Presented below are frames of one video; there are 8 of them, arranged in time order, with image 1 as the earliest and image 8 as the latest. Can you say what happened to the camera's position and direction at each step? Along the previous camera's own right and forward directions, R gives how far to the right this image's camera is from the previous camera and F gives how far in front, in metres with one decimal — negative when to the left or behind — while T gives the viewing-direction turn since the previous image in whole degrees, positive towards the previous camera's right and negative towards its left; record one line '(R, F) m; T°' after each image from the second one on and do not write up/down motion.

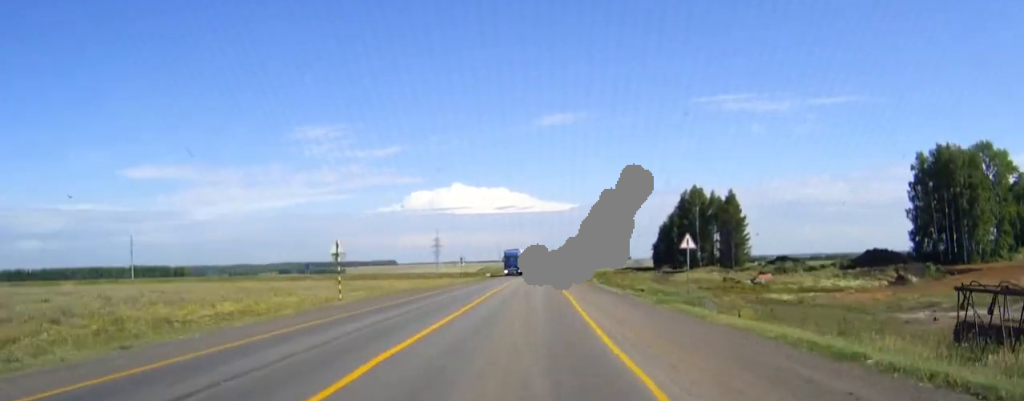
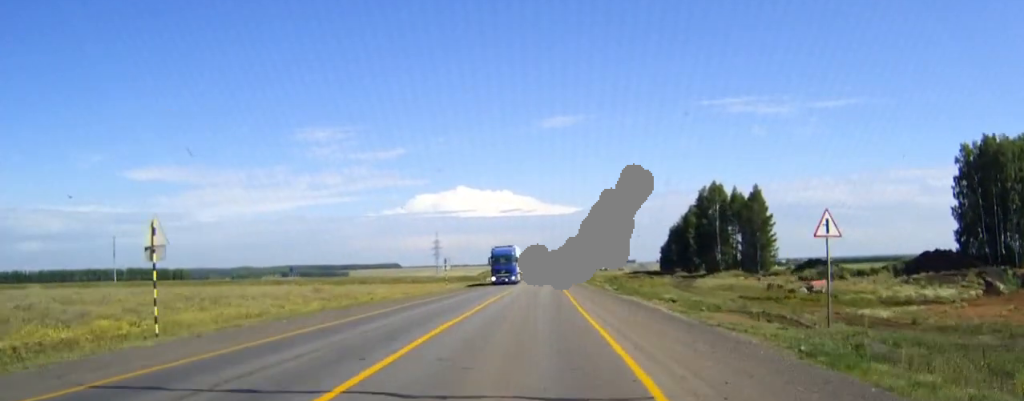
(-0.1, +17.3) m; 0°
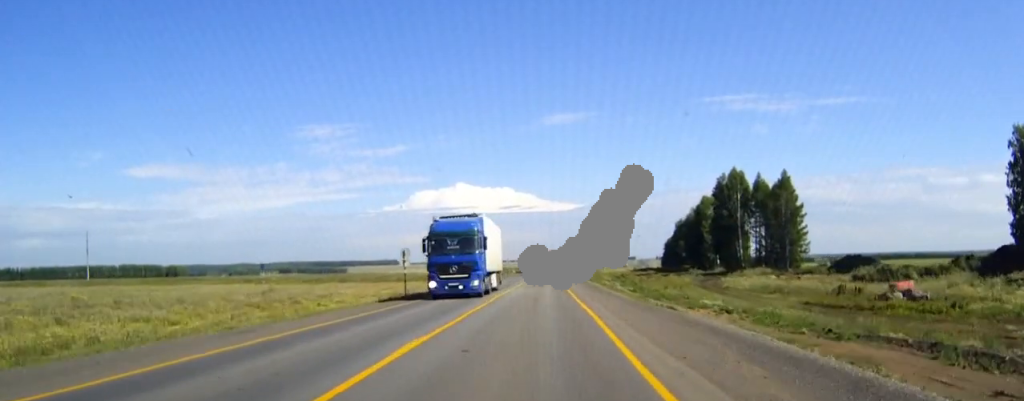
(0.0, +19.6) m; 0°
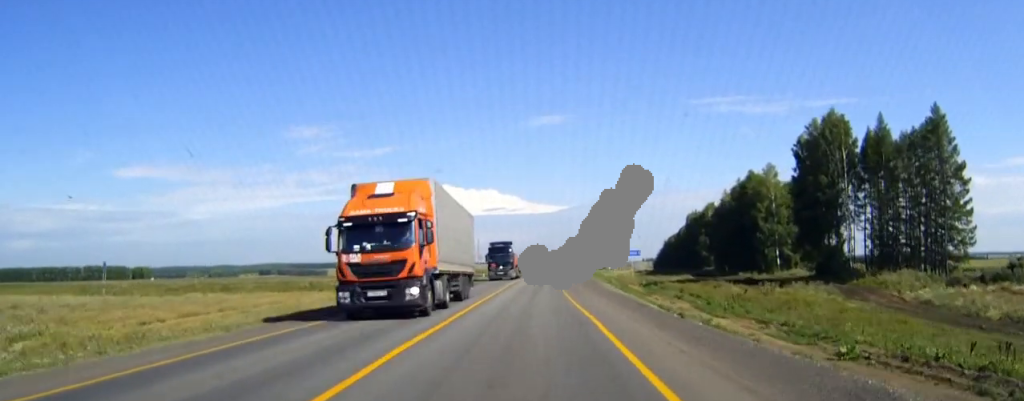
(+0.2, +62.4) m; +1°
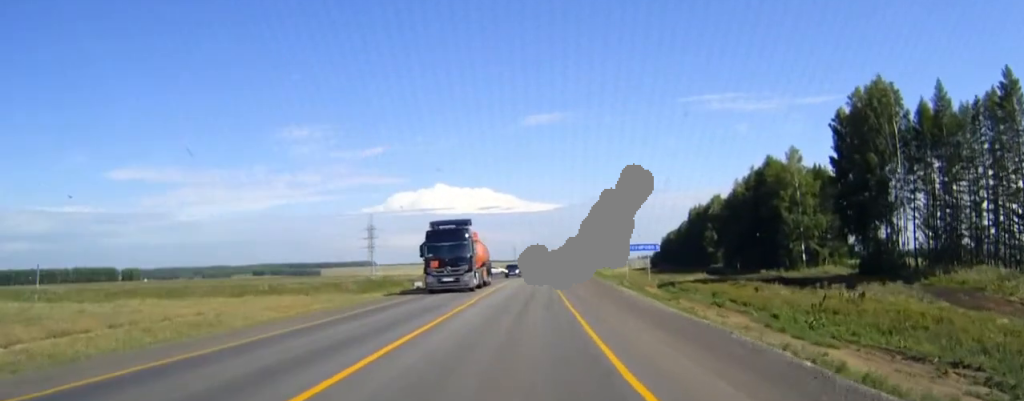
(0.0, +17.1) m; 0°
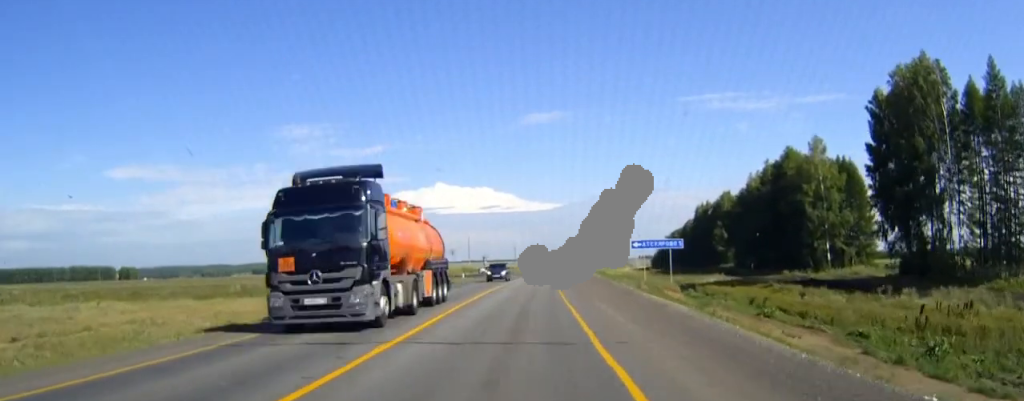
(0.0, +11.0) m; 0°
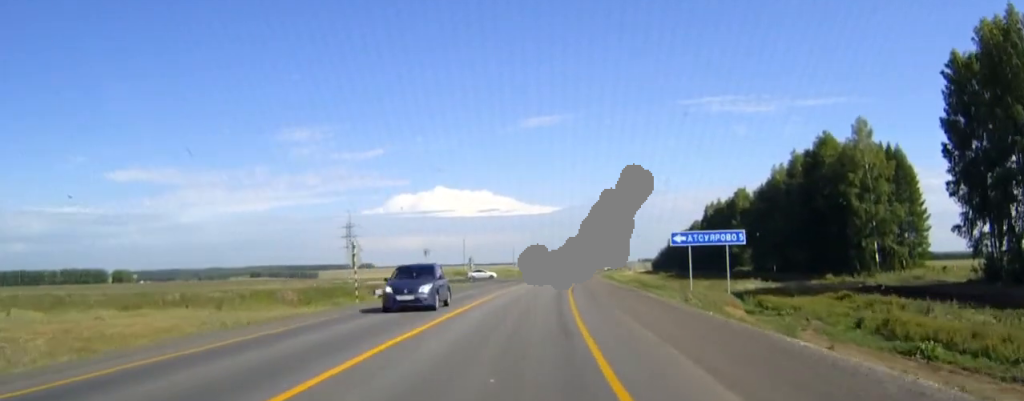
(+0.1, +17.9) m; +1°
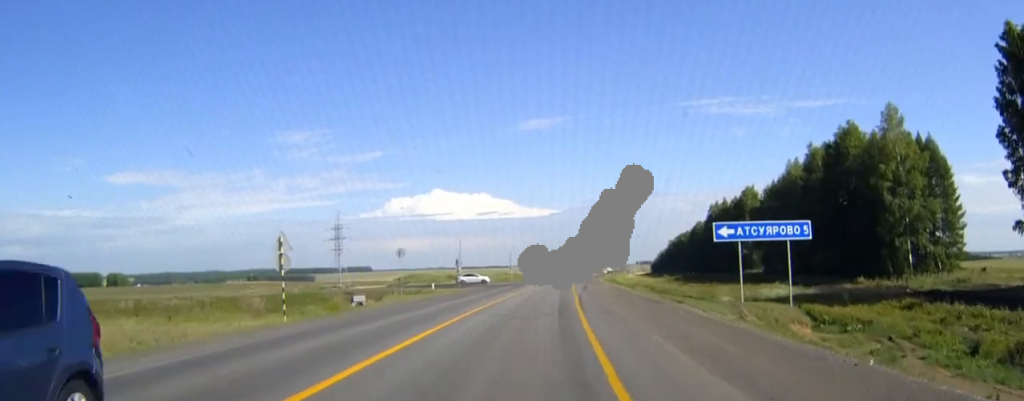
(0.0, +10.4) m; 0°
